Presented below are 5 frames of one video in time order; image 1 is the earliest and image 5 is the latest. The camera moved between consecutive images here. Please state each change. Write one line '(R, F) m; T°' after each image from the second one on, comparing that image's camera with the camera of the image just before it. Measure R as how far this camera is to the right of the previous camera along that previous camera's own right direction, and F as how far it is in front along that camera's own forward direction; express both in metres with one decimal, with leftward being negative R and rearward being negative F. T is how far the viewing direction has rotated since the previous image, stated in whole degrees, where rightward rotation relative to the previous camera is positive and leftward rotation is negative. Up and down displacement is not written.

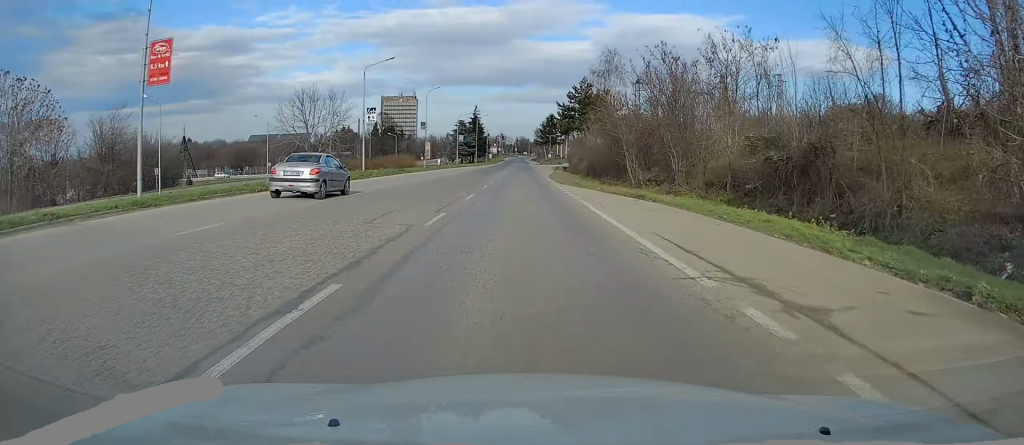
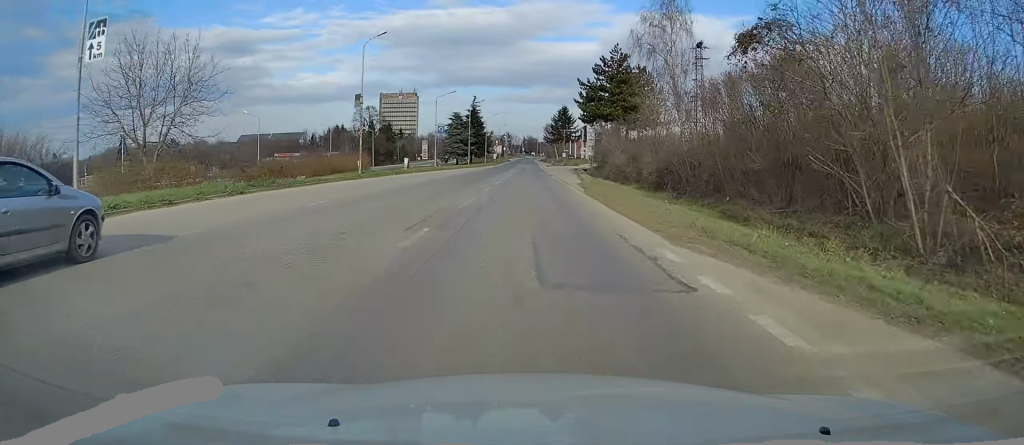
(-0.2, +29.9) m; -1°
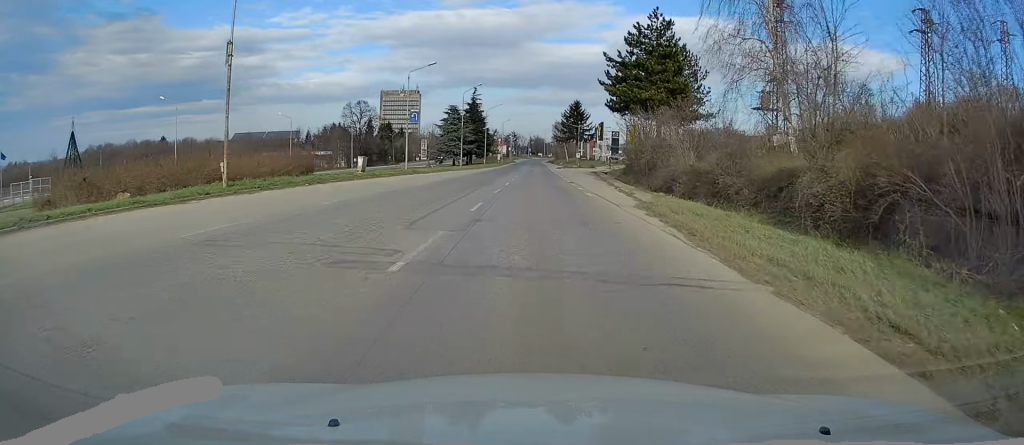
(-0.2, +19.2) m; 0°
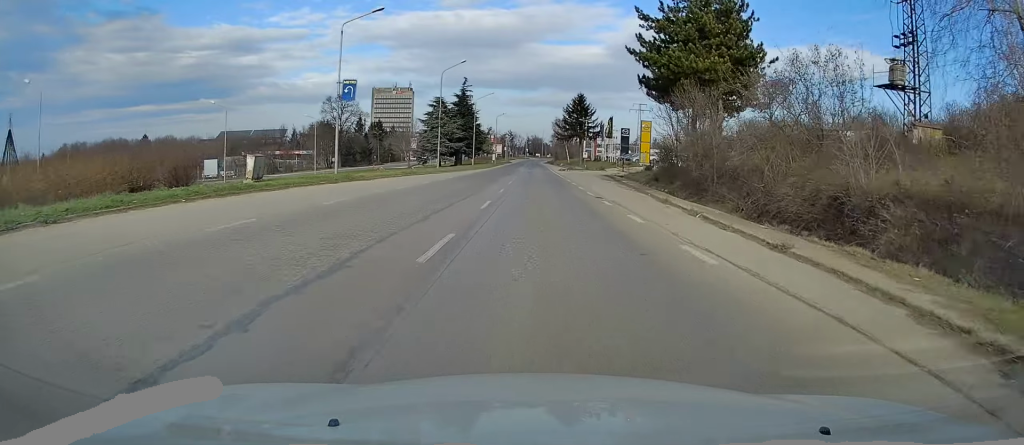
(0.0, +17.0) m; 0°
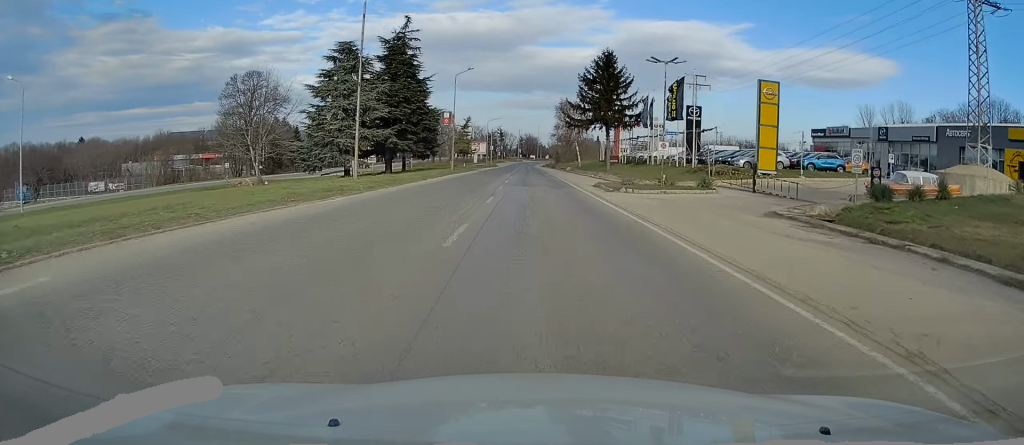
(+0.5, +53.9) m; +1°
